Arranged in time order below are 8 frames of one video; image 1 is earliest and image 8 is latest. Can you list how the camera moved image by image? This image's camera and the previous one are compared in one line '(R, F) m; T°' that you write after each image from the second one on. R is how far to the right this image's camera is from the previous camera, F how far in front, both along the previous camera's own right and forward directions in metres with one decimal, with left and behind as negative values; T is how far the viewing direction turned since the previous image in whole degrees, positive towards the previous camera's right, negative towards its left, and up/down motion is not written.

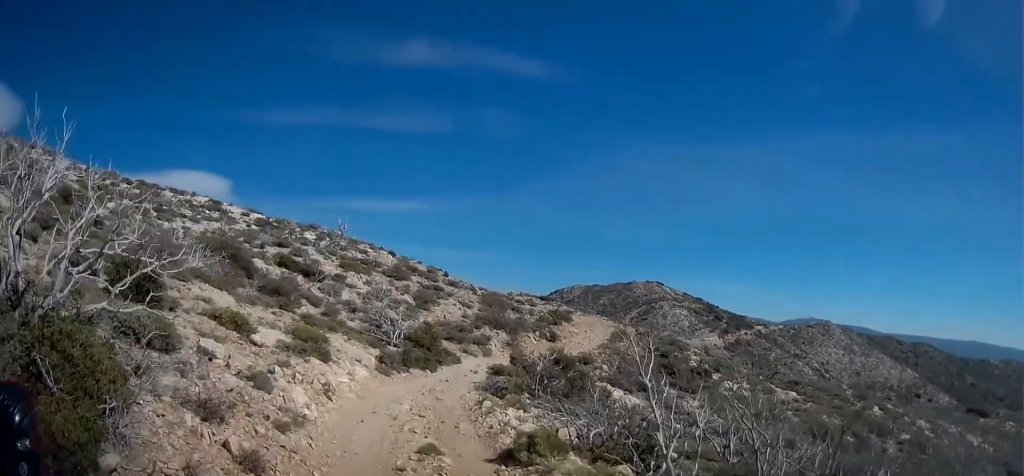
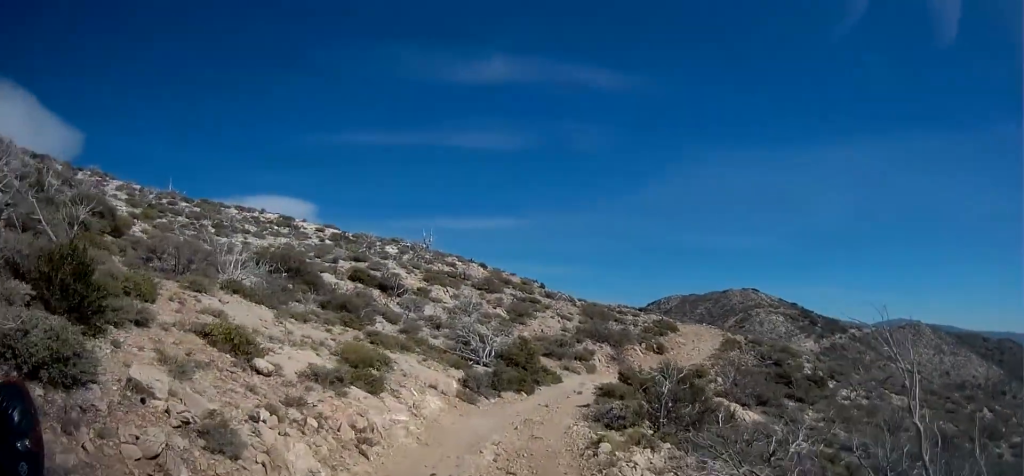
(-0.4, +3.6) m; -10°
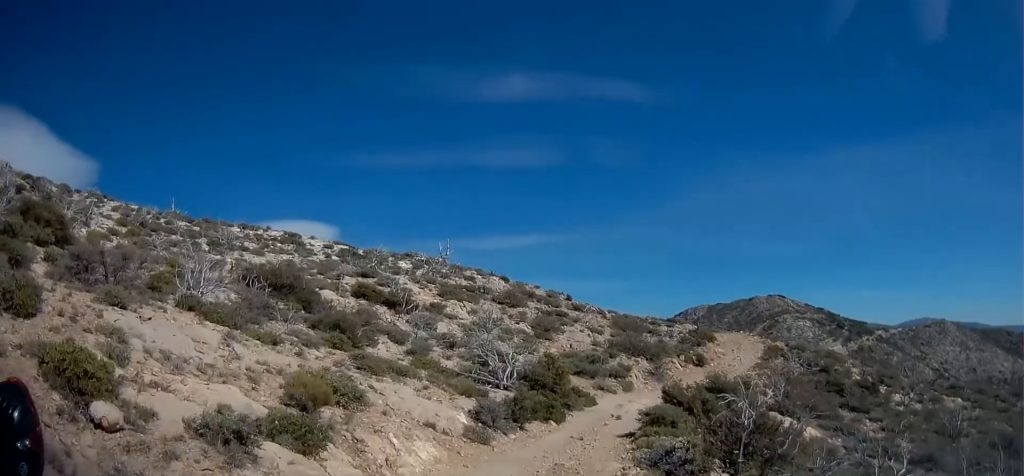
(-0.2, +3.7) m; -6°
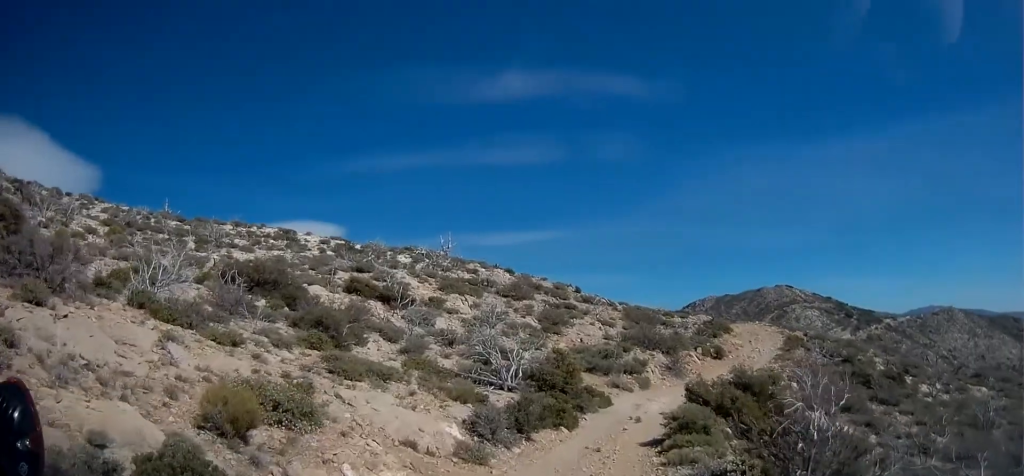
(-0.1, +2.4) m; -1°
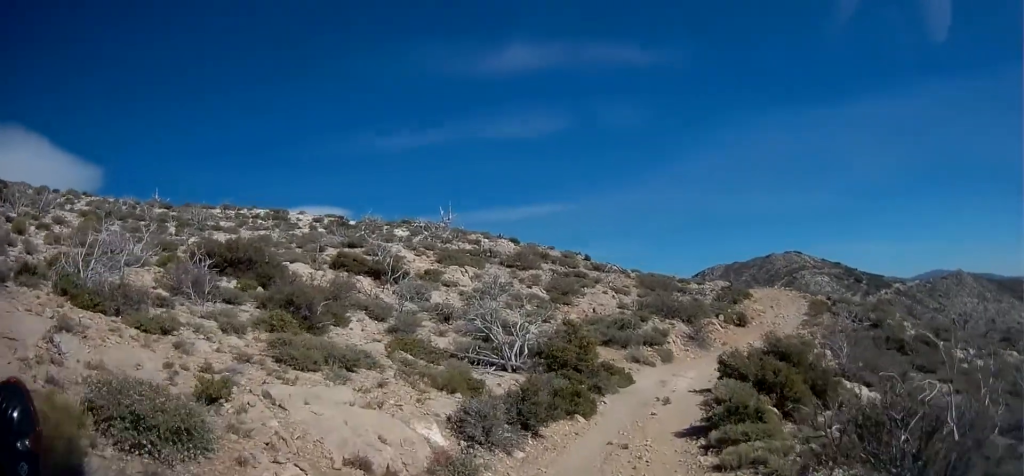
(+0.1, +2.8) m; -5°
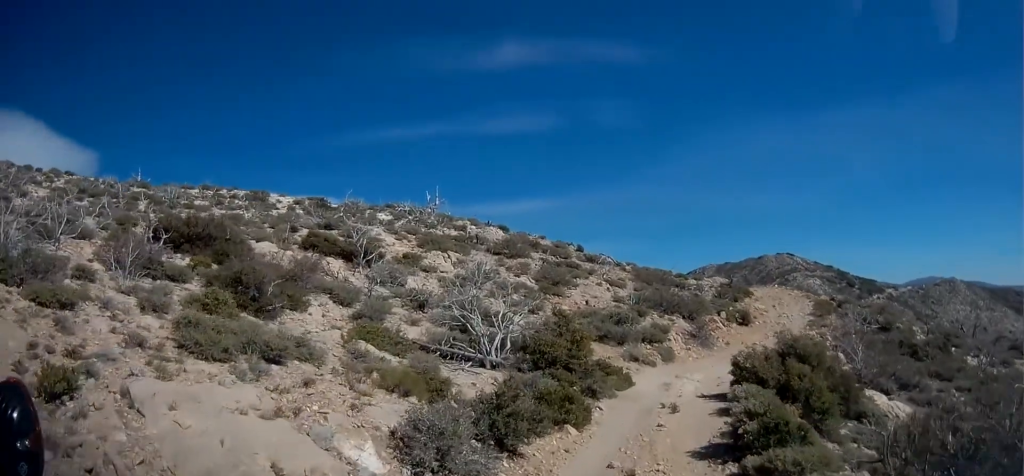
(-0.2, +2.4) m; -1°
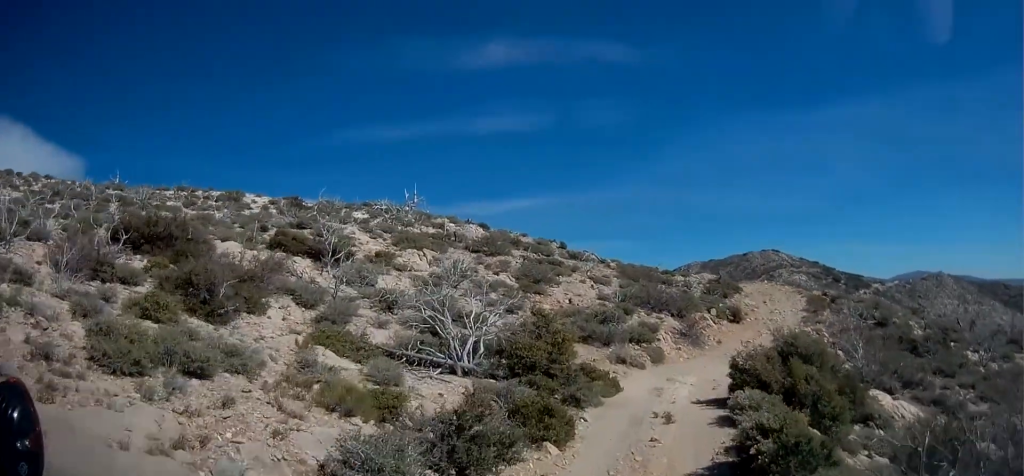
(-0.2, +1.4) m; +1°
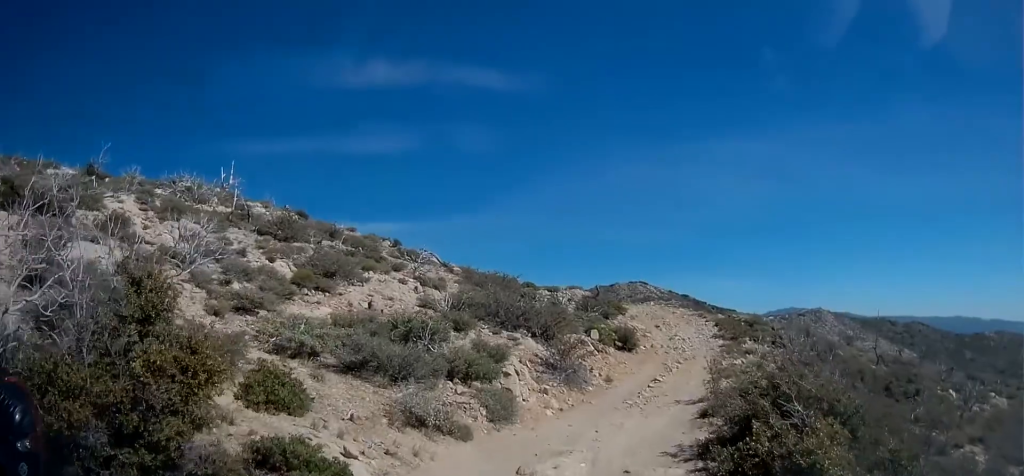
(+3.2, +8.5) m; +22°
